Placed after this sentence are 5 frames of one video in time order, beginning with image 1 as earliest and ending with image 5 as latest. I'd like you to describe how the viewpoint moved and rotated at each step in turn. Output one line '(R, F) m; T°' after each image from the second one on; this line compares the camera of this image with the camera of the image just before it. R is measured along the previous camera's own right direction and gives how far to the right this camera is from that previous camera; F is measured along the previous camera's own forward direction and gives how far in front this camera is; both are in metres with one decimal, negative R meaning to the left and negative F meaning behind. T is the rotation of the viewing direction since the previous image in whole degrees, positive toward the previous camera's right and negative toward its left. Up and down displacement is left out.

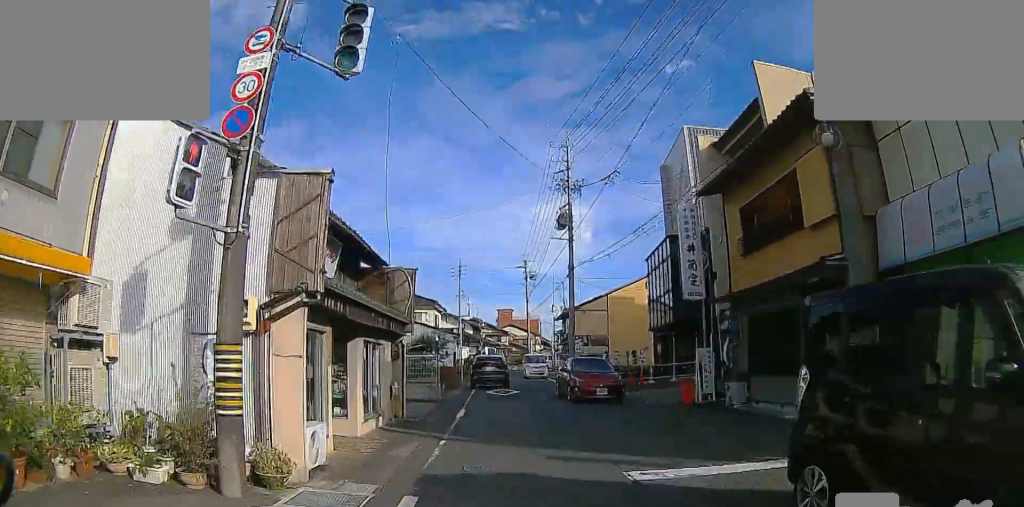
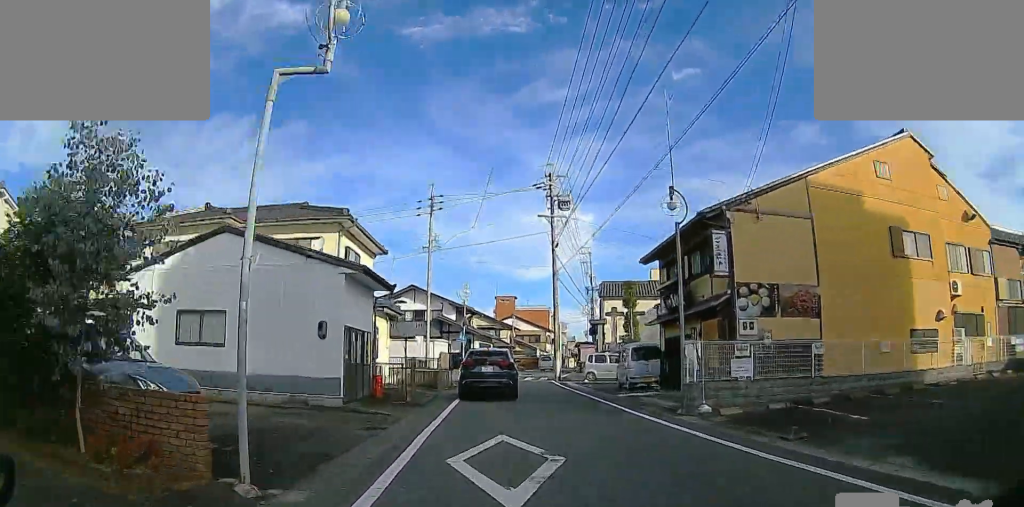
(-0.4, +29.6) m; +2°
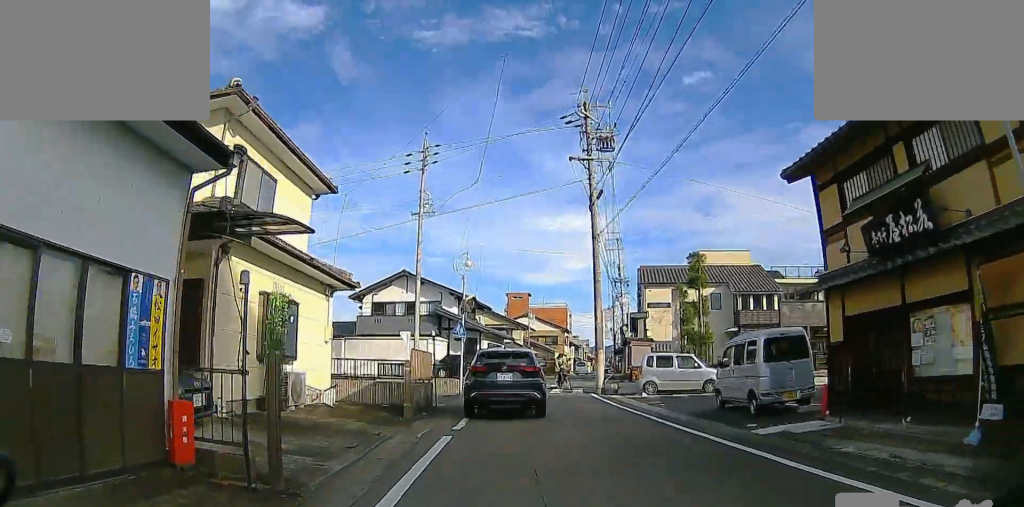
(+0.5, +10.6) m; +5°
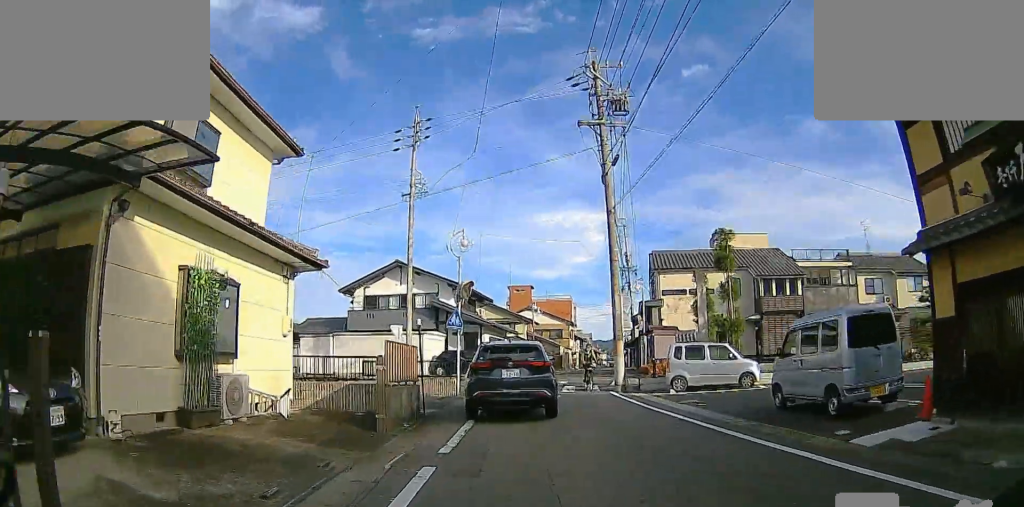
(0.0, +3.4) m; 0°
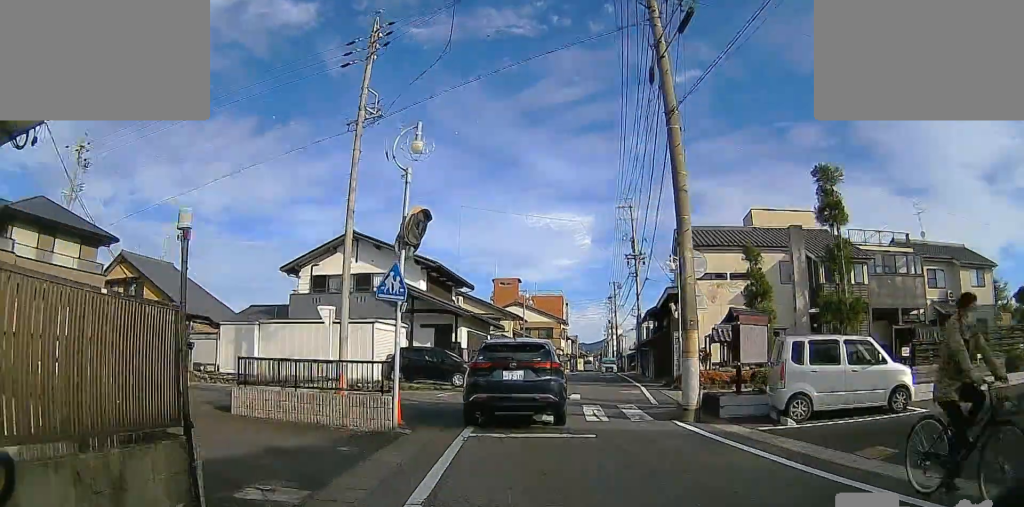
(0.0, +11.0) m; 0°
